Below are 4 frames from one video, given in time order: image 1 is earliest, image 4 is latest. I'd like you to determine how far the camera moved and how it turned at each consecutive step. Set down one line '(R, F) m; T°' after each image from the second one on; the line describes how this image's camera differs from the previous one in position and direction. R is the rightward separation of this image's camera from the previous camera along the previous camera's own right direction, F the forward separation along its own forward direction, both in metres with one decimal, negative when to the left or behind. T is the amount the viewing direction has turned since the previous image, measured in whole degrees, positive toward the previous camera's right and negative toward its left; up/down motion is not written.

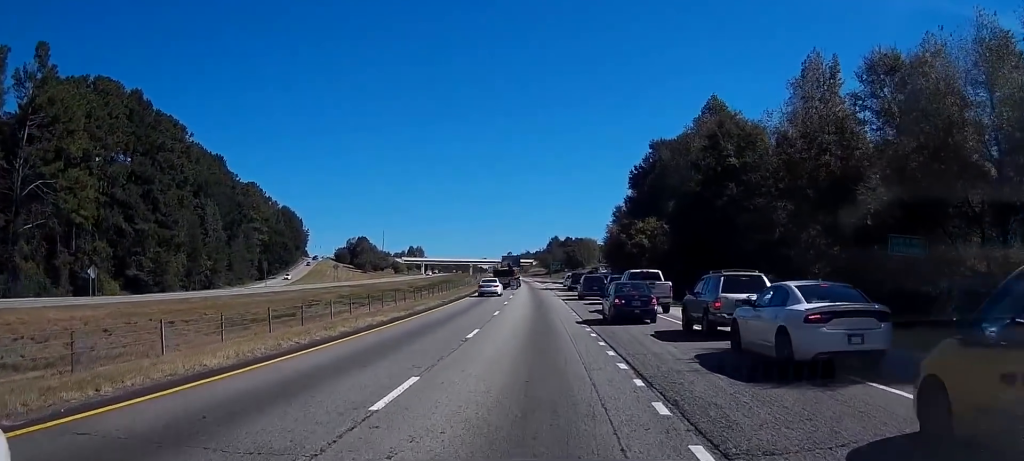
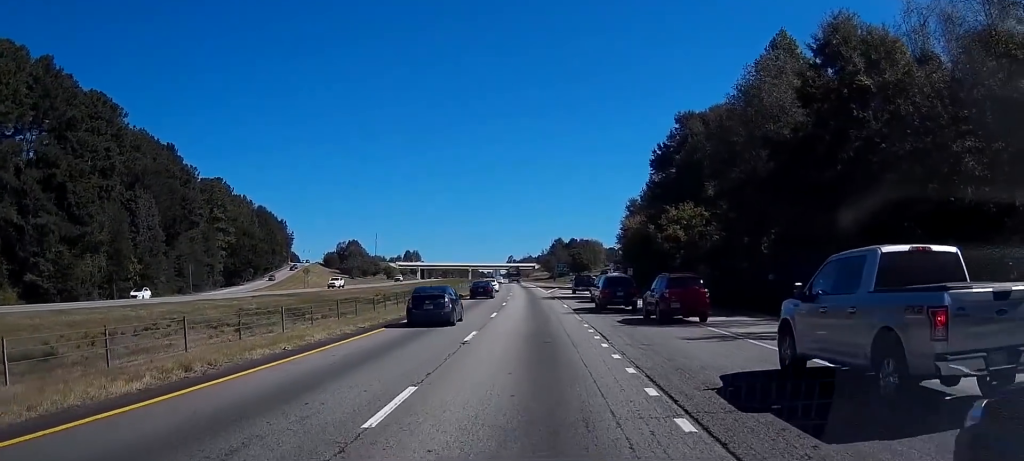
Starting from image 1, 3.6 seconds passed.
(-0.6, +24.8) m; -3°
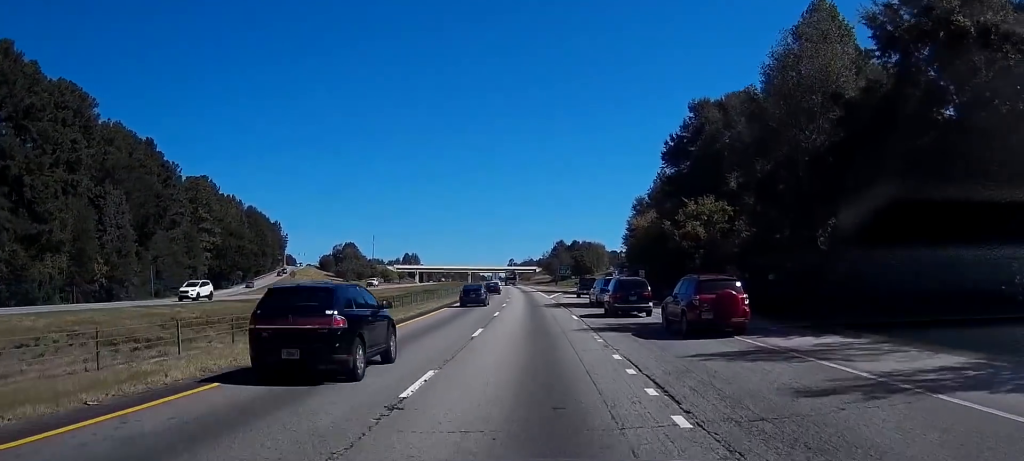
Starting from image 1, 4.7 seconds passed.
(-0.1, +9.4) m; +3°
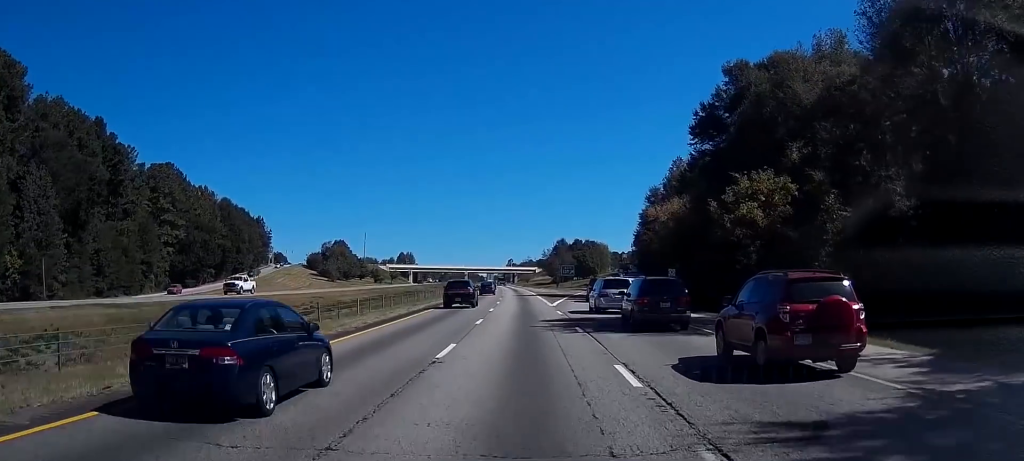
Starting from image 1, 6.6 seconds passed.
(+0.6, +18.3) m; +2°
